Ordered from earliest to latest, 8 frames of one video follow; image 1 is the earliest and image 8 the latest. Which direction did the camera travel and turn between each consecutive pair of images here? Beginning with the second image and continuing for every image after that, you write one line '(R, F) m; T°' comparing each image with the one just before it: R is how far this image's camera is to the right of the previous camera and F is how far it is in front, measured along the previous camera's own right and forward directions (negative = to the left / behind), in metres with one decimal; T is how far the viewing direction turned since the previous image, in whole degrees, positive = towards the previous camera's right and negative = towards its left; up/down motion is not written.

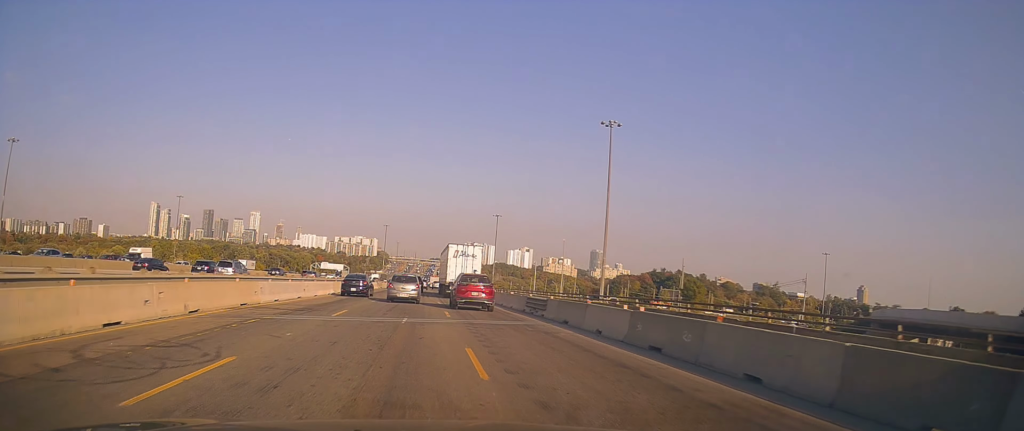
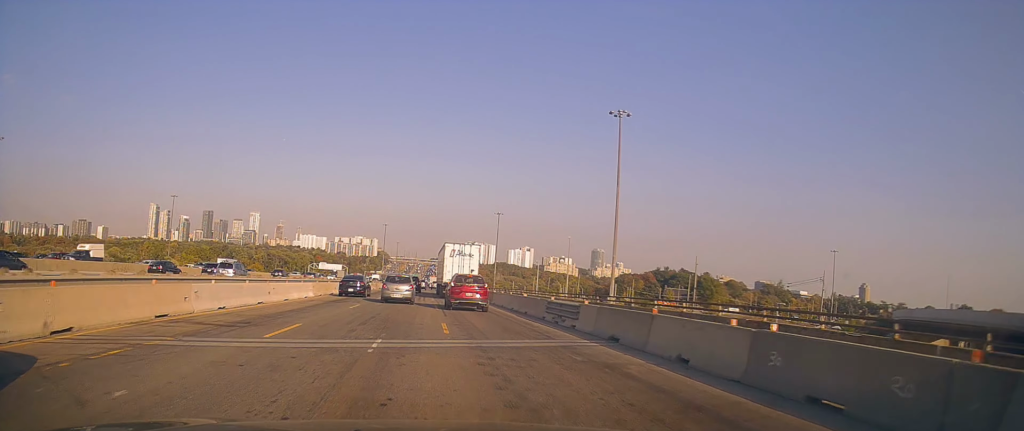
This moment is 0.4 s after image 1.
(0.0, +6.1) m; -1°
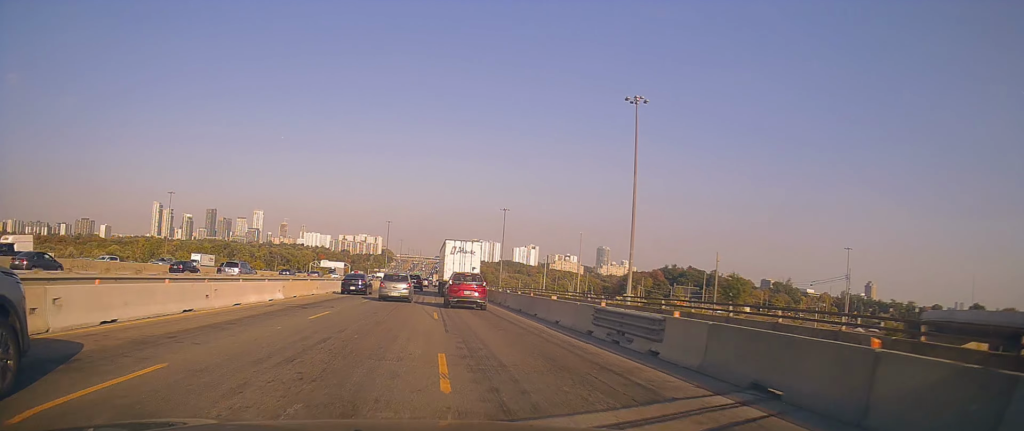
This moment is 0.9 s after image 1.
(+0.1, +7.1) m; -1°
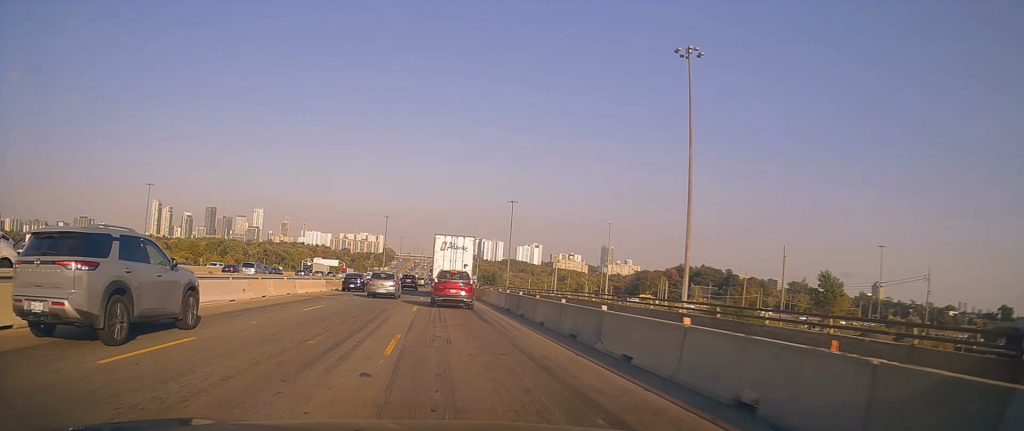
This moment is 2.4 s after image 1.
(-0.4, +22.9) m; -1°
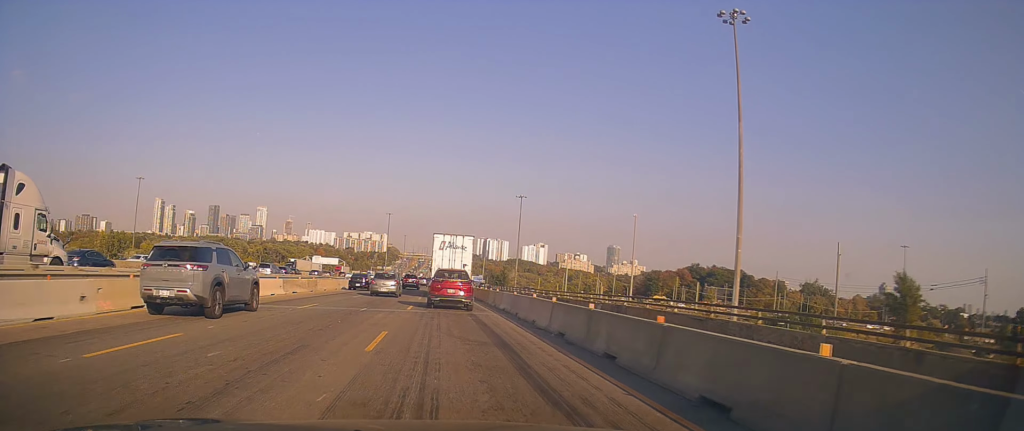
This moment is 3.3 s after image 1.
(+0.2, +12.5) m; 0°
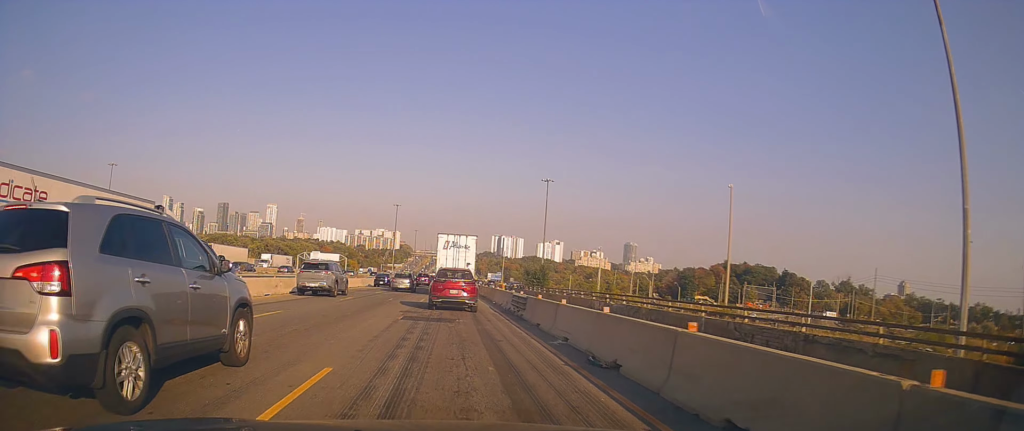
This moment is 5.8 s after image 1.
(-0.3, +29.2) m; -3°
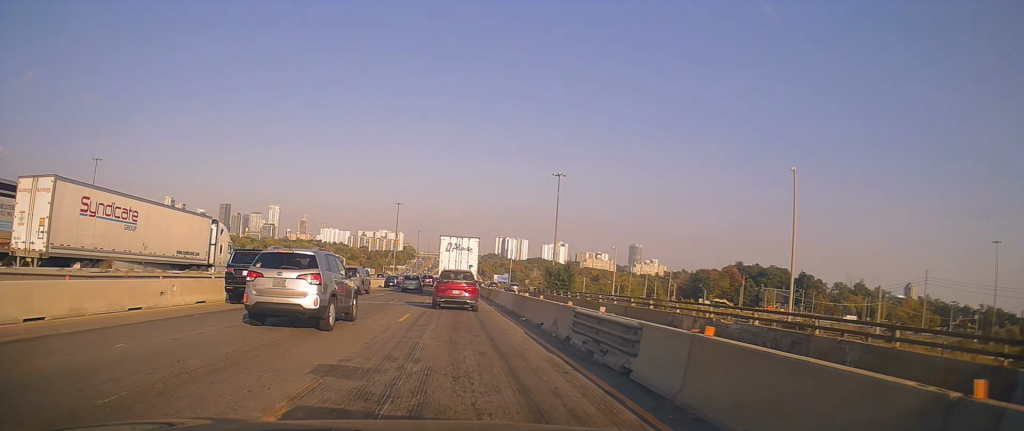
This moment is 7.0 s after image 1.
(-0.2, +12.5) m; +2°
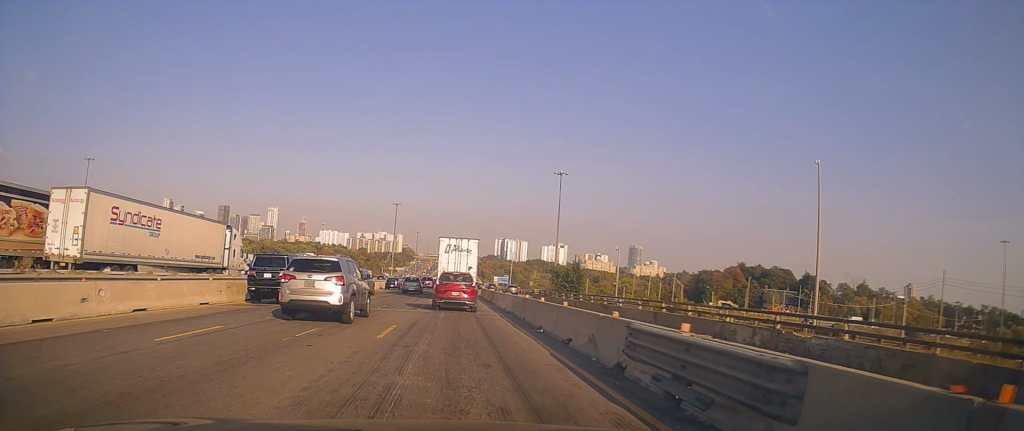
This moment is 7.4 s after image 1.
(+0.2, +4.2) m; 0°
